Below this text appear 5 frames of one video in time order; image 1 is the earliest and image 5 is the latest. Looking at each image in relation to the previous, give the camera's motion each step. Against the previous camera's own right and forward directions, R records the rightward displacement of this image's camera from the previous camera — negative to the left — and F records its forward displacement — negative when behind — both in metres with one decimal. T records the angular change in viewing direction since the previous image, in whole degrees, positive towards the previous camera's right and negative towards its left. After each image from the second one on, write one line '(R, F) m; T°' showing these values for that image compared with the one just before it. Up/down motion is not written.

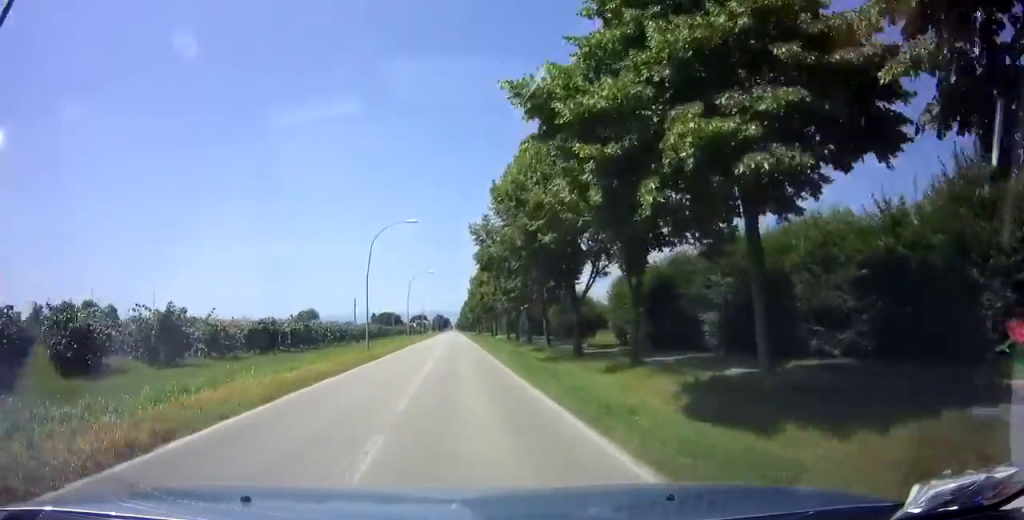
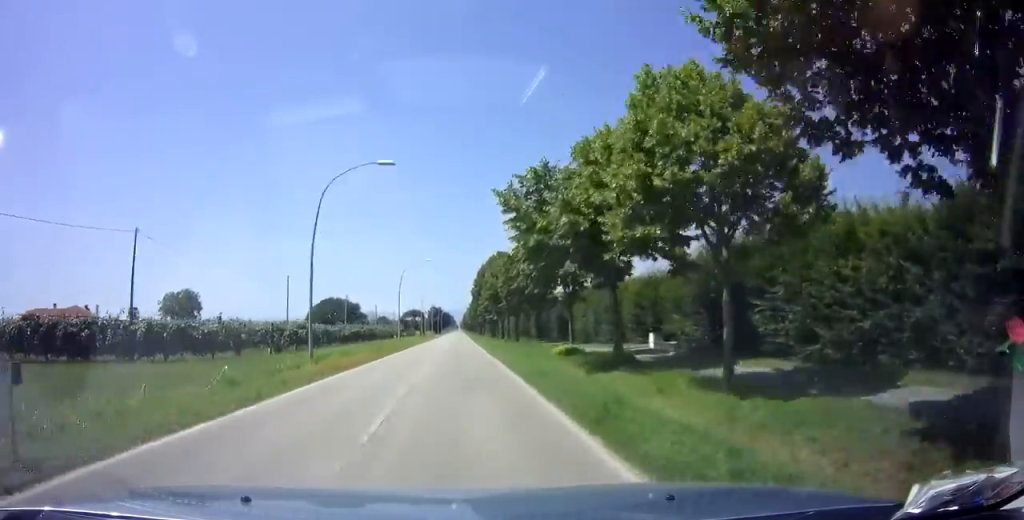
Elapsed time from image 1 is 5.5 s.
(-1.3, +103.9) m; 0°
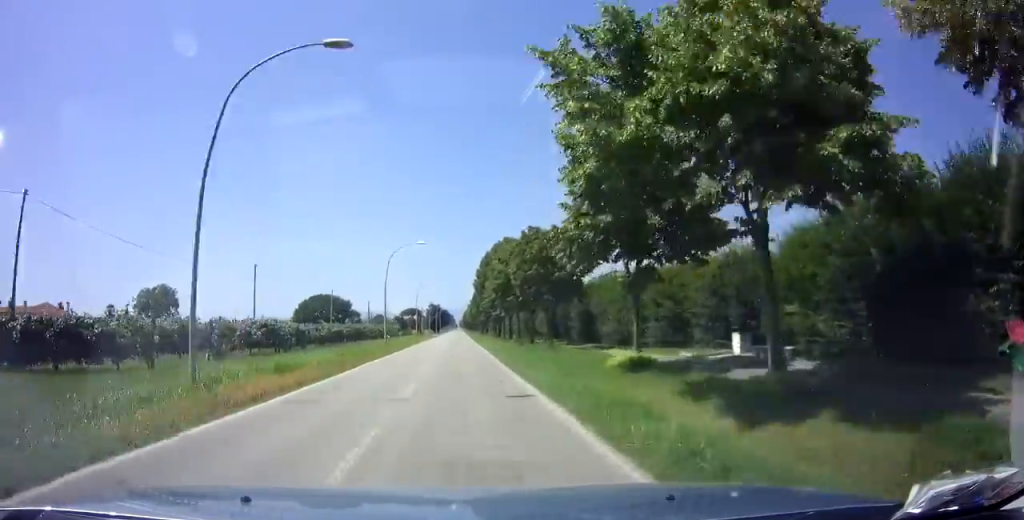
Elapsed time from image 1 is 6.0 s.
(0.0, +9.6) m; 0°
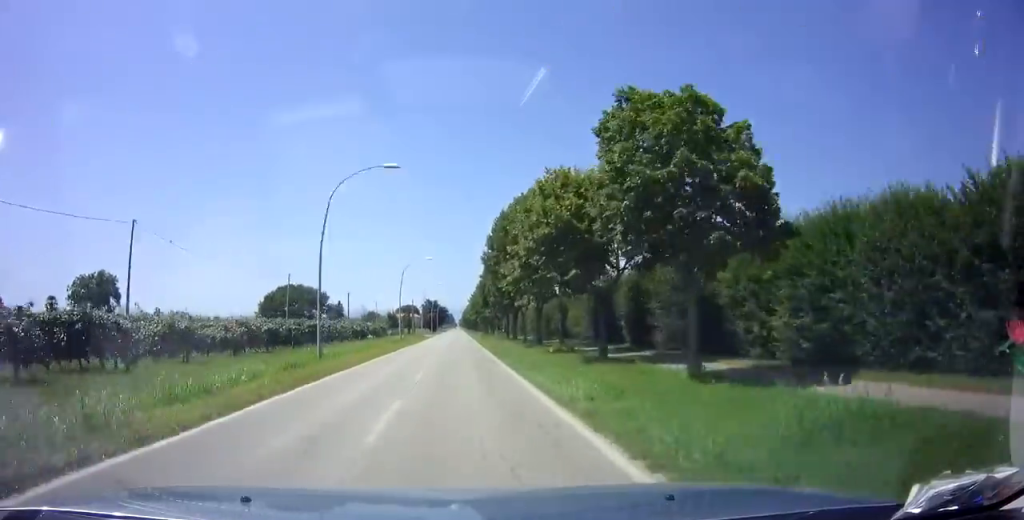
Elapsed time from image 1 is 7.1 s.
(0.0, +20.6) m; 0°
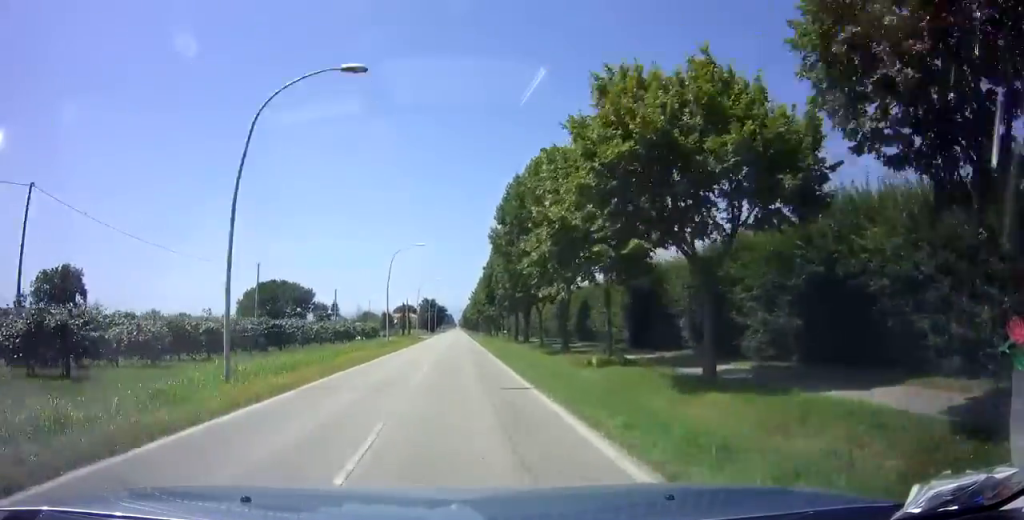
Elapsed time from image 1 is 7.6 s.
(0.0, +9.0) m; 0°
